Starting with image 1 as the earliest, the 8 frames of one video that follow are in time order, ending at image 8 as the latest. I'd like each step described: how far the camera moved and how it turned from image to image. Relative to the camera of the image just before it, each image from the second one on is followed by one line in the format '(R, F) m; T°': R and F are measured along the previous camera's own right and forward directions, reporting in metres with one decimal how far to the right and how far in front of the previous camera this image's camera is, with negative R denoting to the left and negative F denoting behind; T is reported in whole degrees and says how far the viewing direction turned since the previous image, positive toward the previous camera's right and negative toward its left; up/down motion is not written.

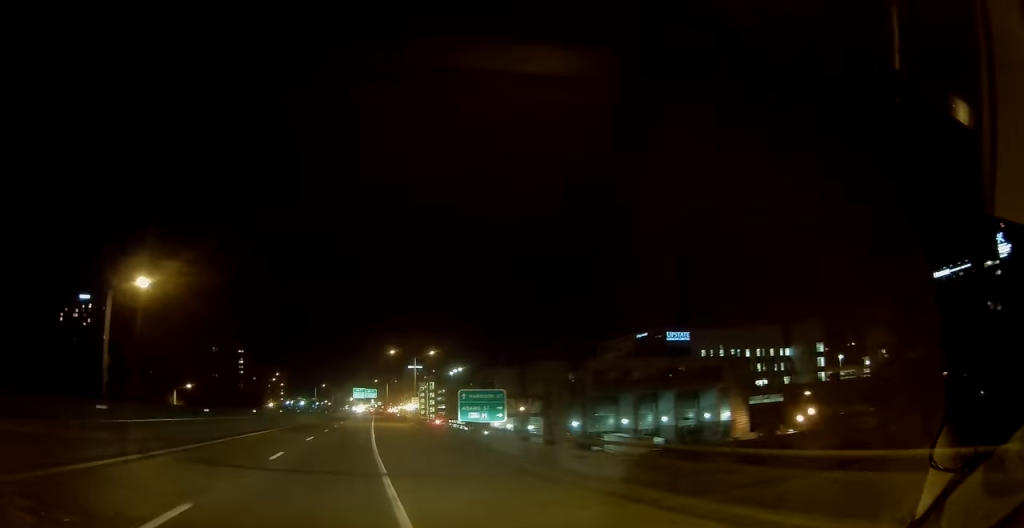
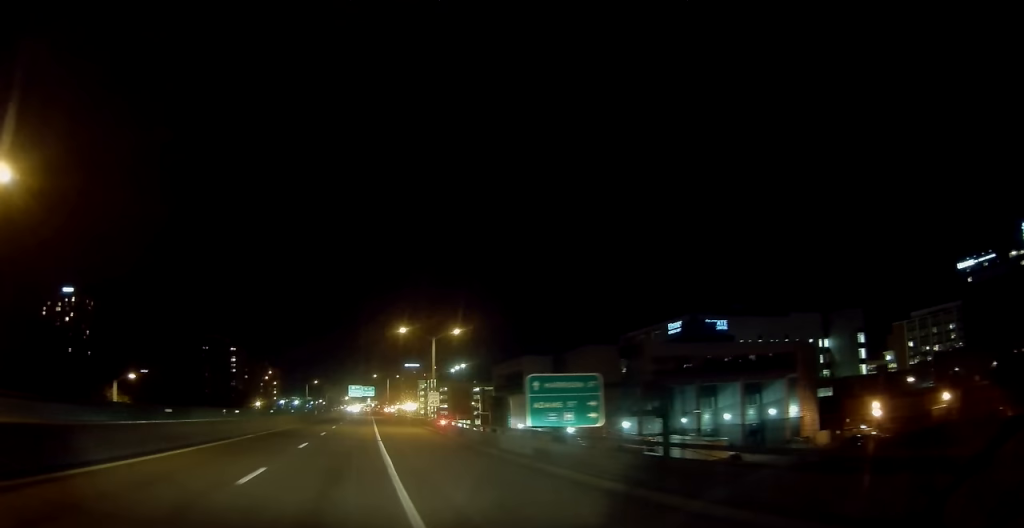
(0.0, +18.8) m; +1°
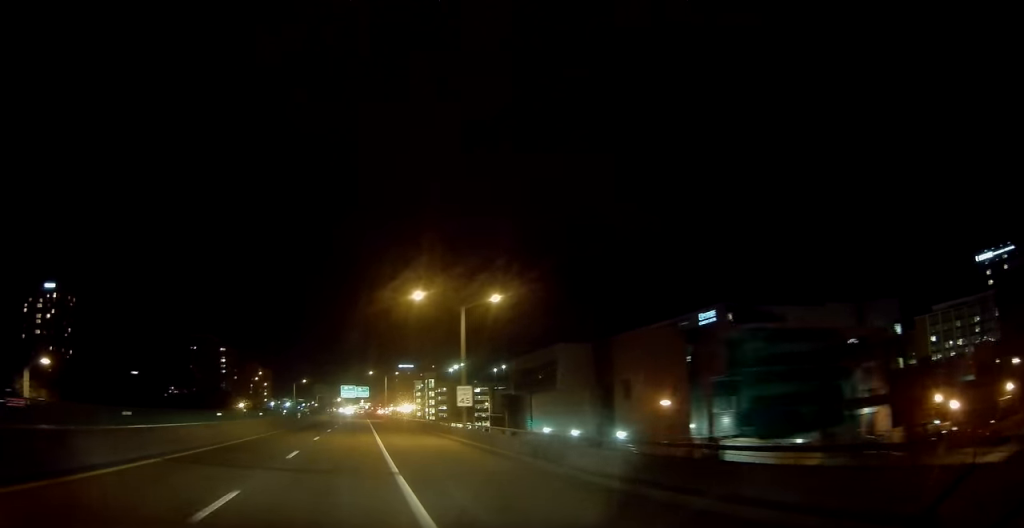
(0.0, +16.5) m; +1°
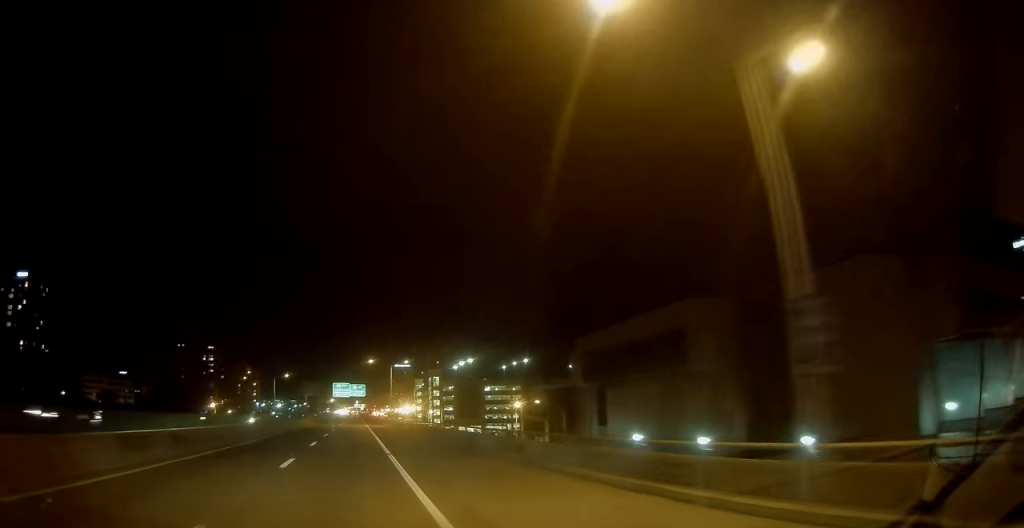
(+0.6, +28.7) m; +2°
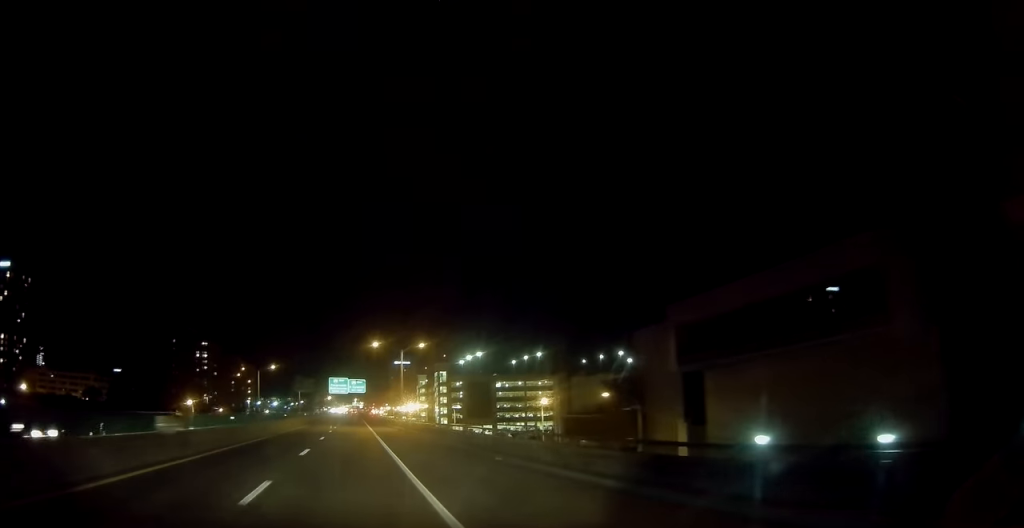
(+0.3, +18.5) m; 0°
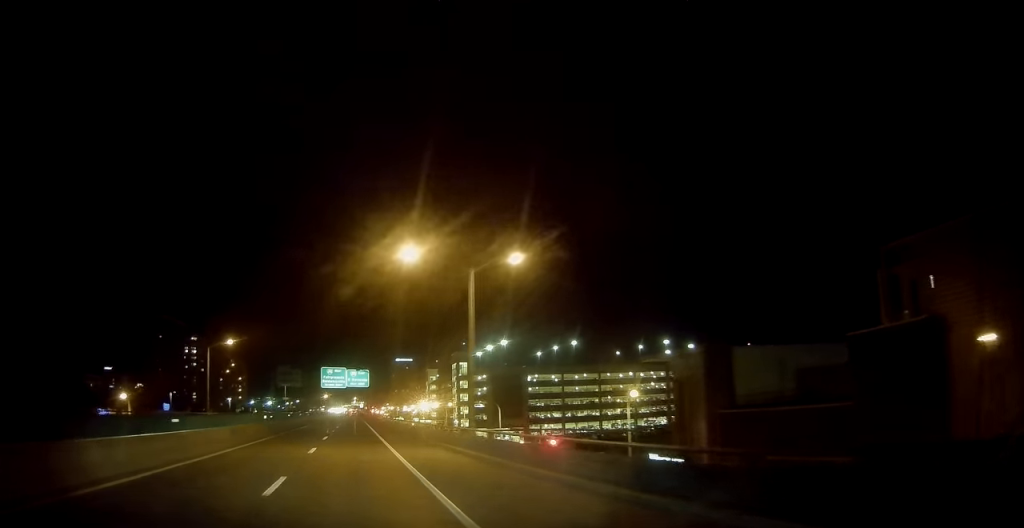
(-0.3, +35.2) m; 0°
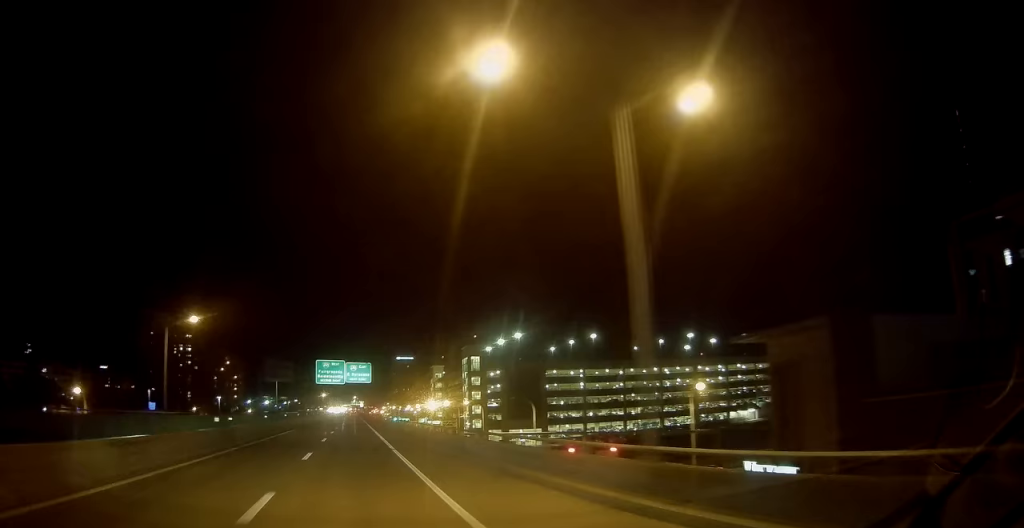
(0.0, +15.3) m; 0°
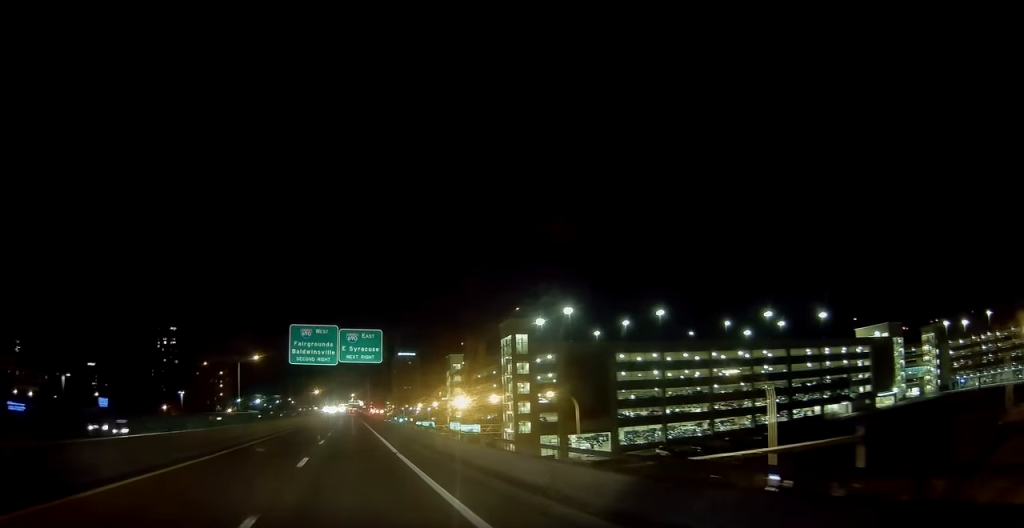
(+0.2, +39.4) m; +1°
